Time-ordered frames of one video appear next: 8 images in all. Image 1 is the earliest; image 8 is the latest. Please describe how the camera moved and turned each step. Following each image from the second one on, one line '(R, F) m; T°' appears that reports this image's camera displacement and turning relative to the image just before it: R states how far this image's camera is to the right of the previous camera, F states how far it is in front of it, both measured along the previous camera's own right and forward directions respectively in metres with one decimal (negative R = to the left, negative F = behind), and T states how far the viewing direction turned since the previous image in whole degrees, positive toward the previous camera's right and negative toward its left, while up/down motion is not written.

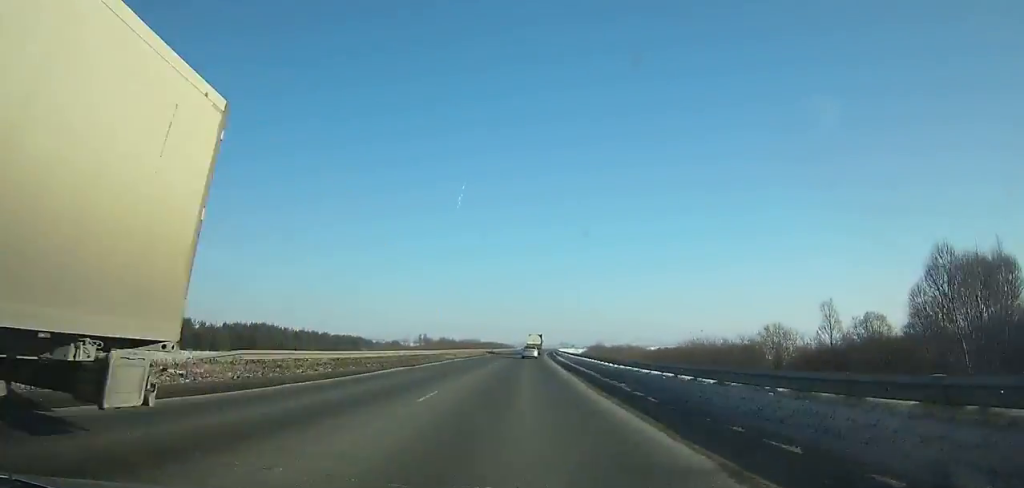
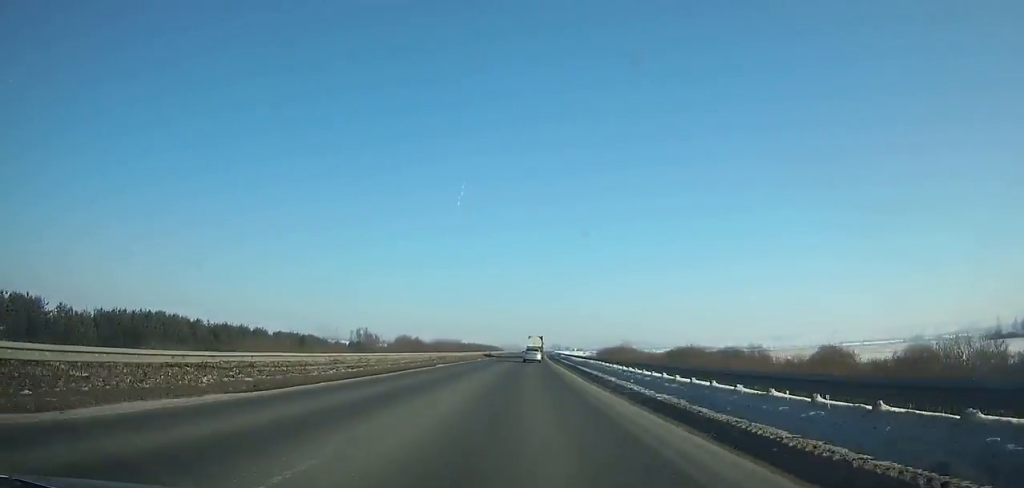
(-0.1, +45.3) m; +1°
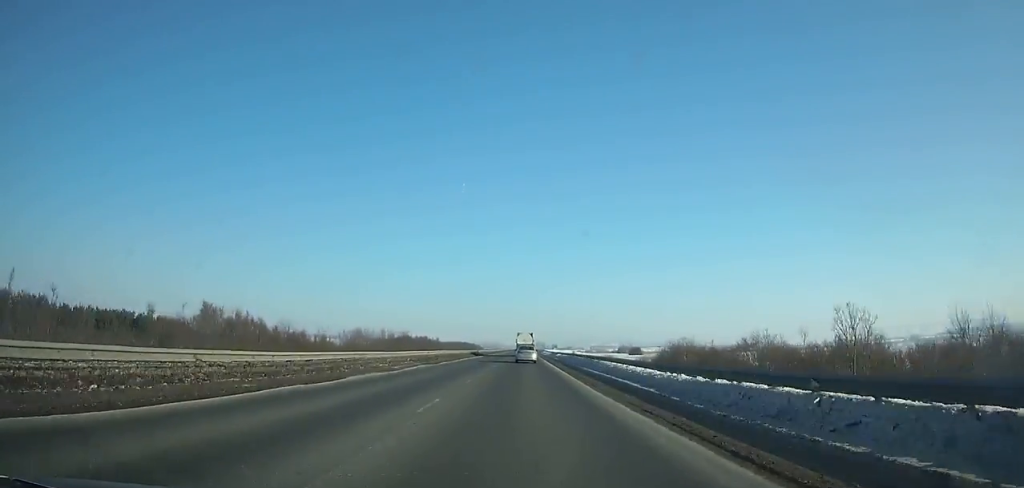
(+1.3, +74.2) m; +1°
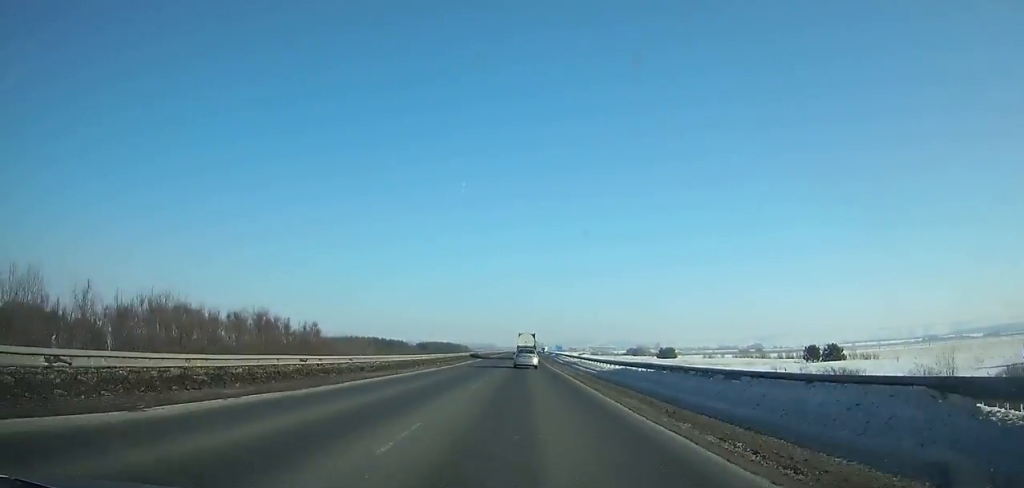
(+0.7, +85.5) m; +1°
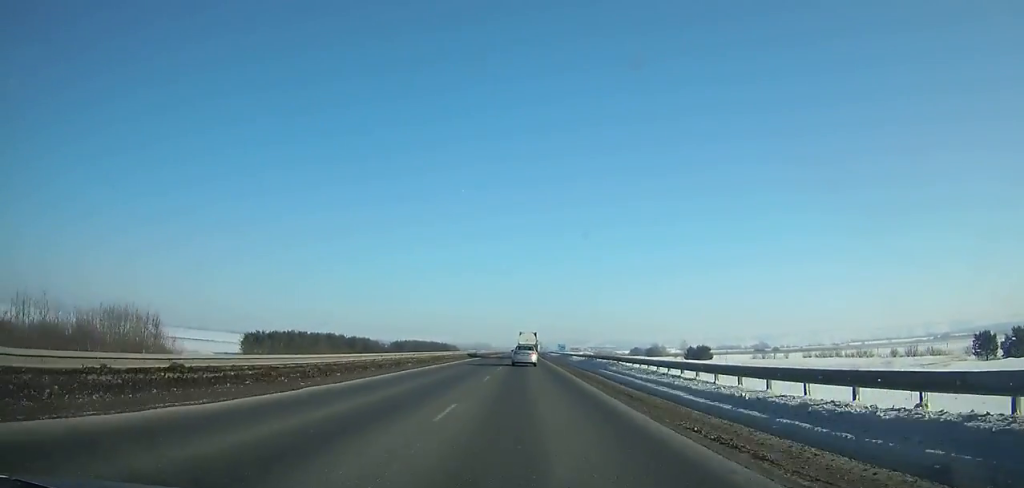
(+0.3, +57.0) m; +1°
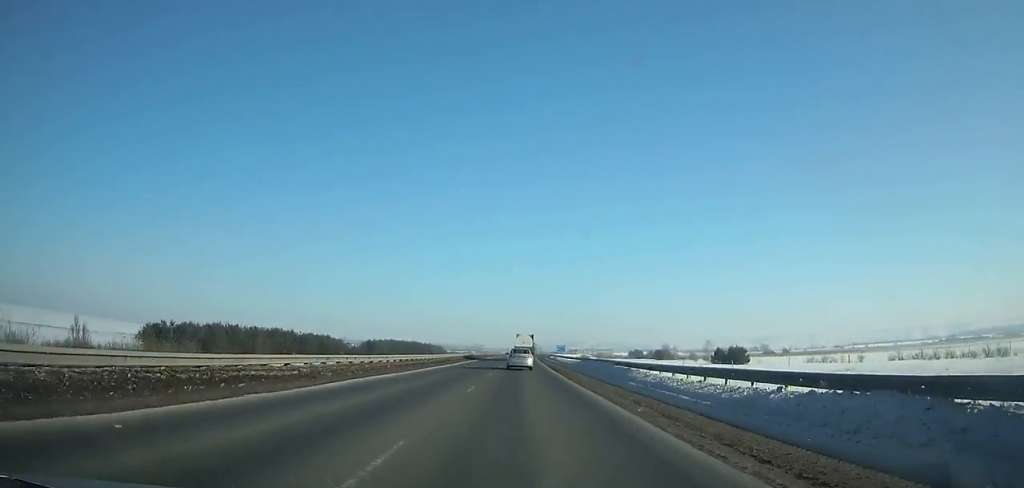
(+0.1, +40.7) m; 0°
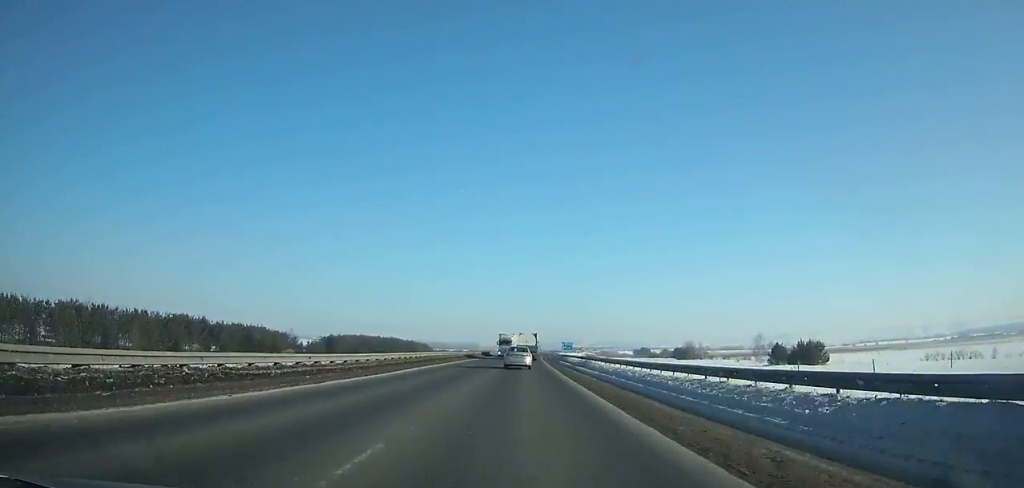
(0.0, +47.4) m; 0°
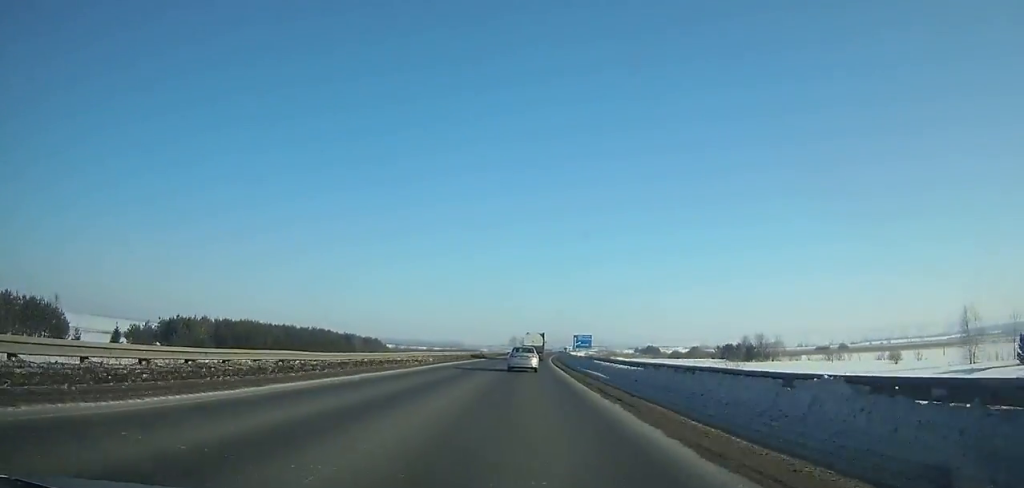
(+0.7, +85.1) m; +2°
